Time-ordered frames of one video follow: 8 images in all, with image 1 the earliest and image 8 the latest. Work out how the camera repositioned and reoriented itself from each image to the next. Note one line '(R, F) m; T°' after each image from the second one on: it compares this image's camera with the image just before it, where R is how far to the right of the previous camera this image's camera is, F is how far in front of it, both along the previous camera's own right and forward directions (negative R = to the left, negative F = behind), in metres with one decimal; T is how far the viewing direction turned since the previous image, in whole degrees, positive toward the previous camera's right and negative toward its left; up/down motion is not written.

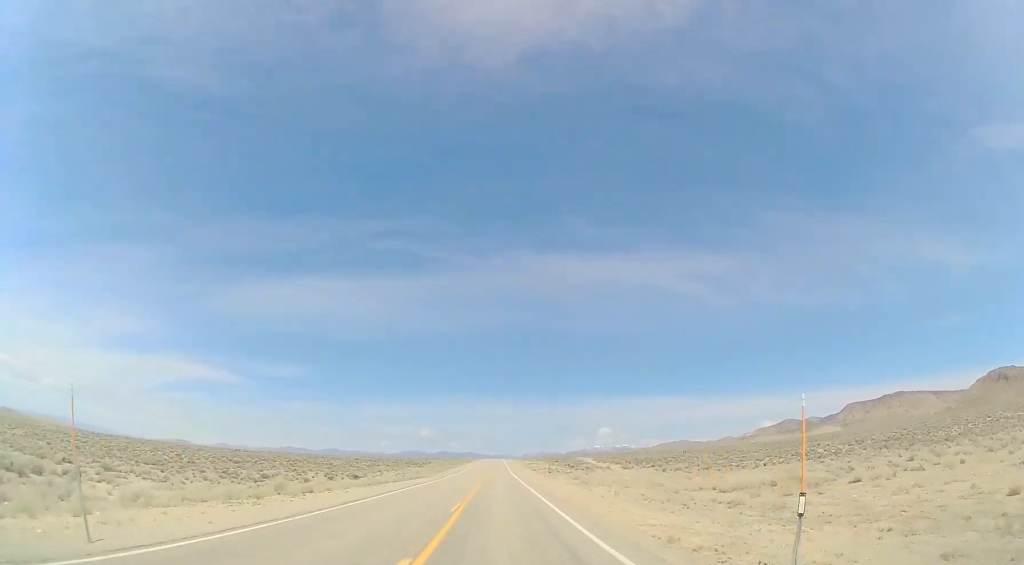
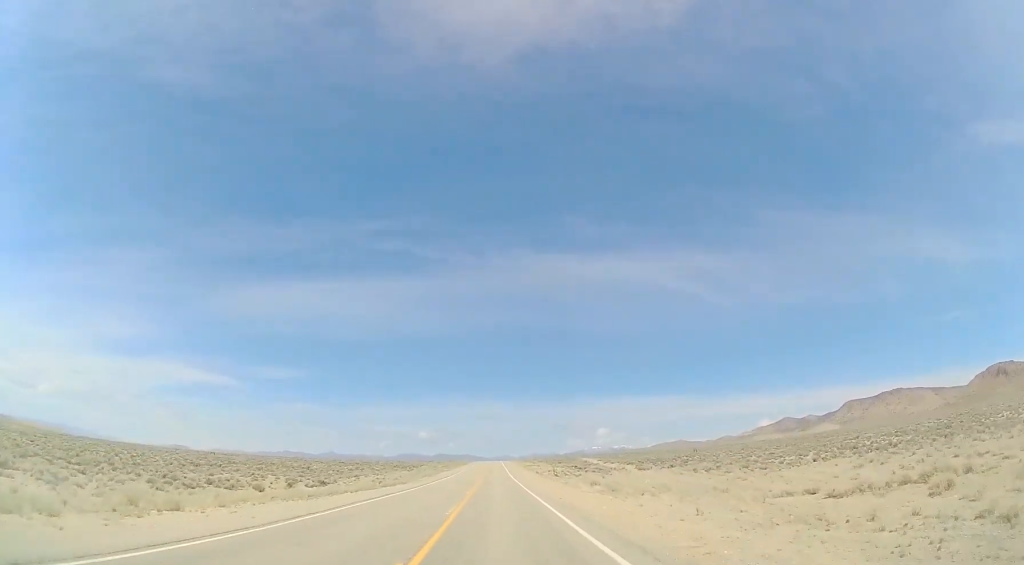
(+0.2, +12.6) m; 0°
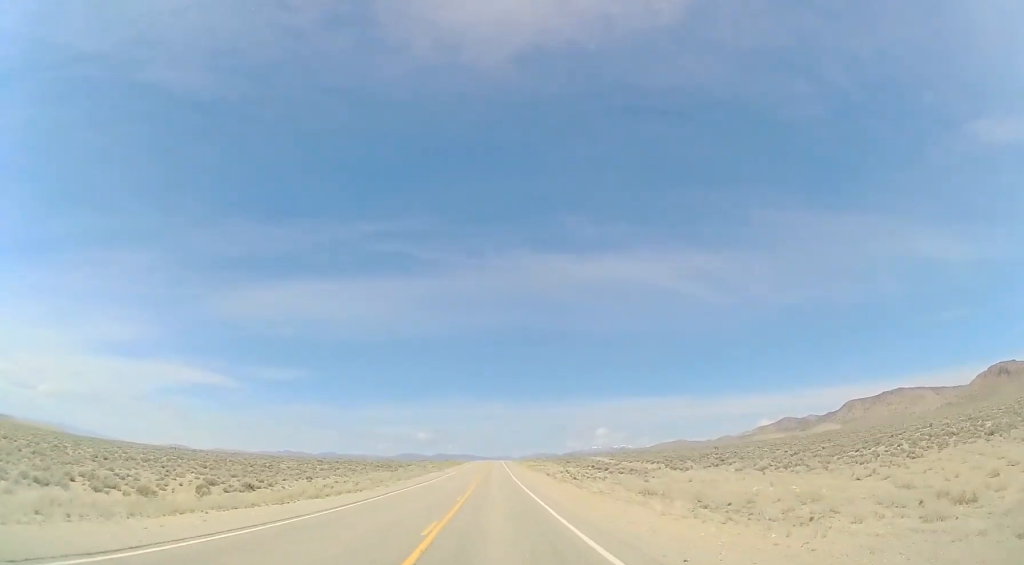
(+0.1, +17.4) m; 0°
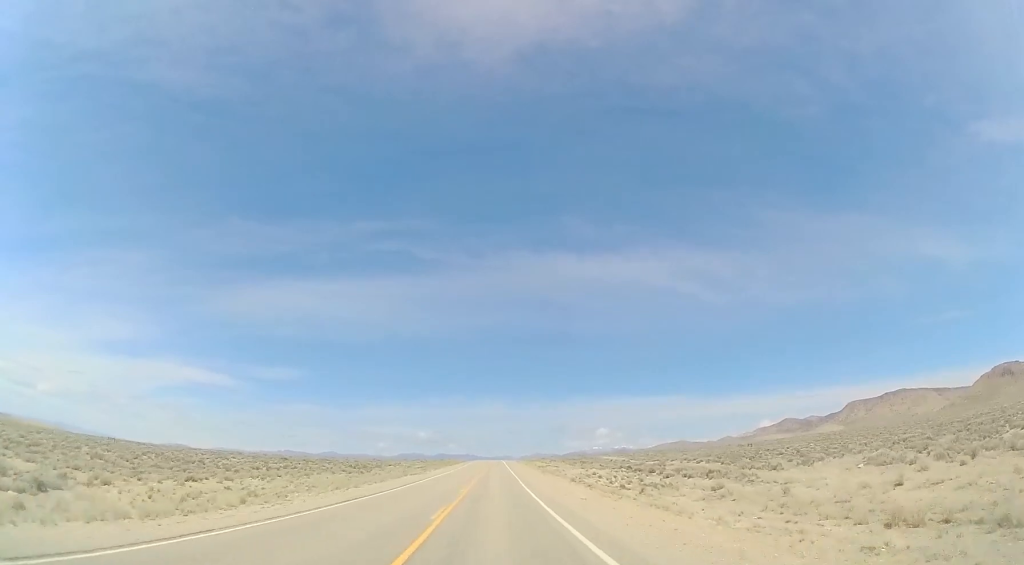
(0.0, +21.4) m; 0°
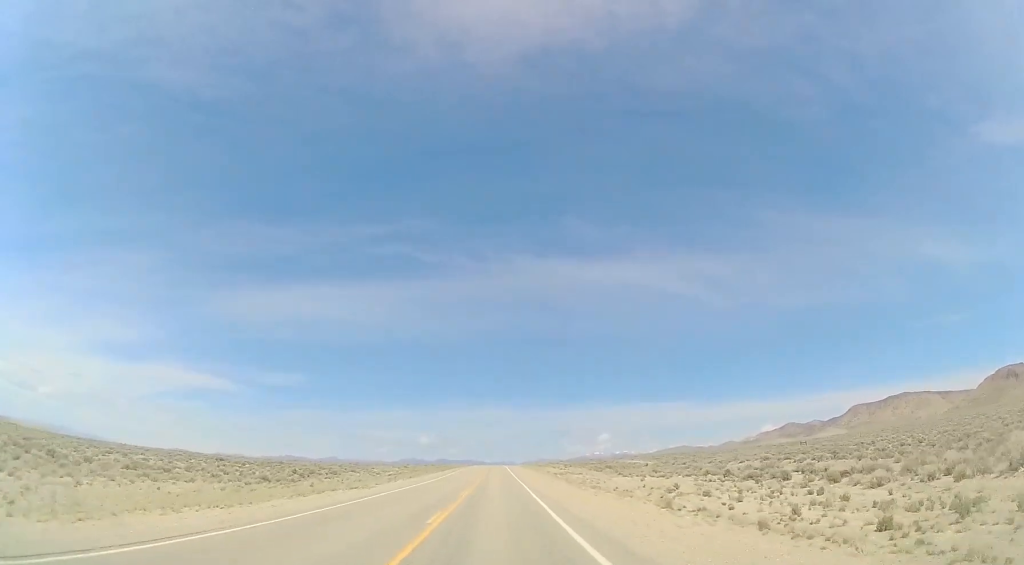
(+0.2, +25.4) m; 0°
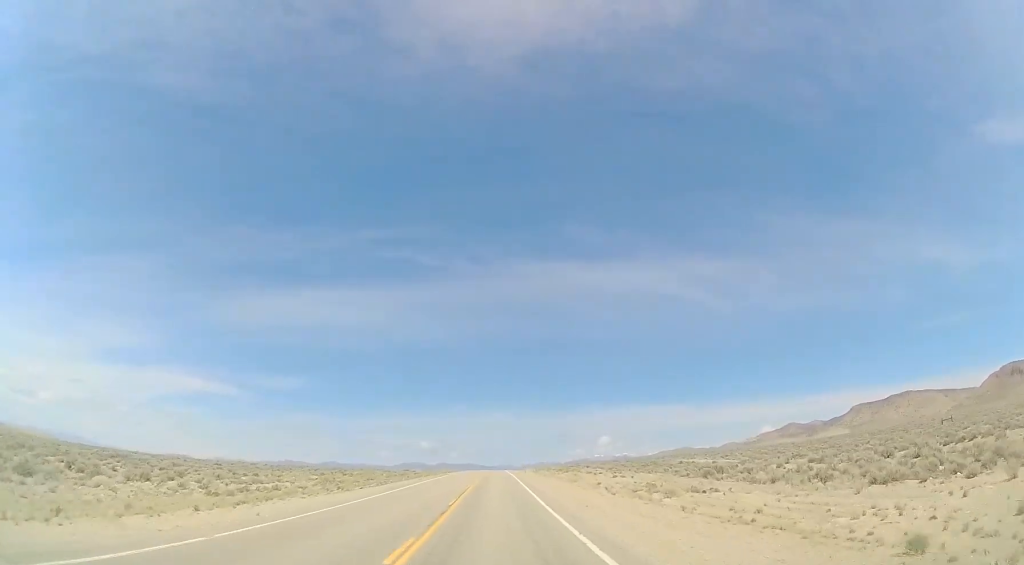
(-0.1, +43.2) m; 0°
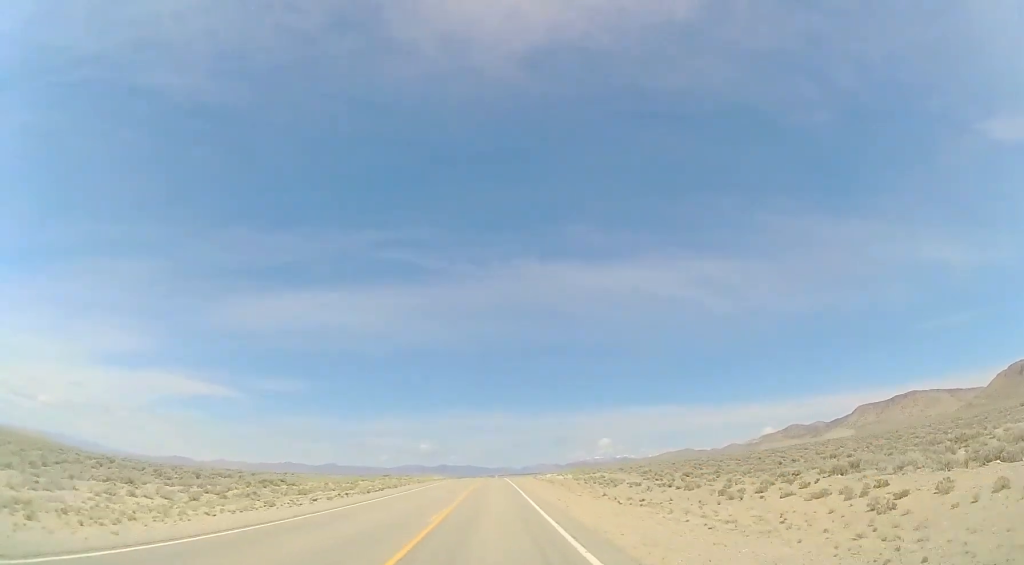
(-0.2, +65.8) m; 0°
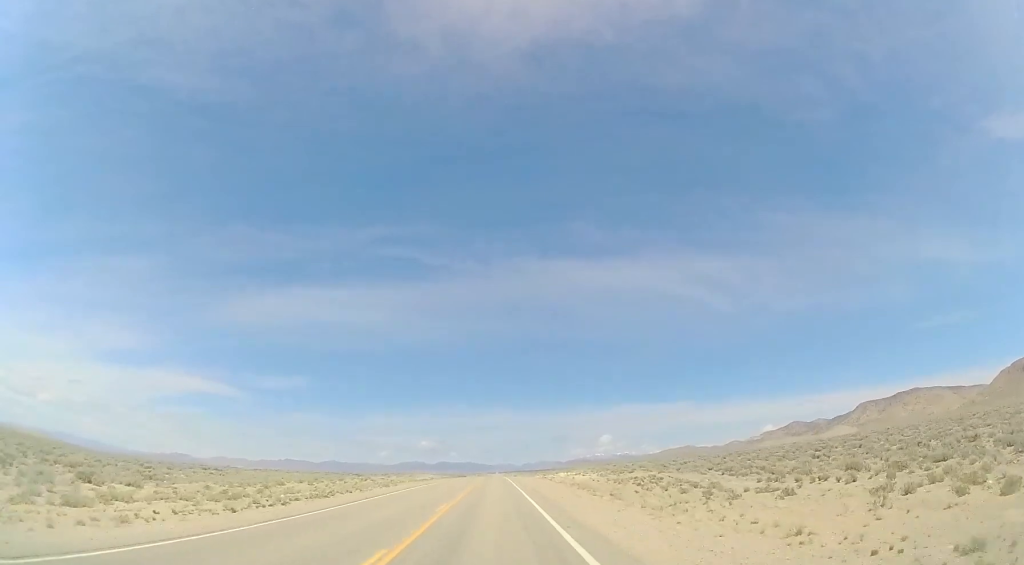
(0.0, +21.2) m; 0°
